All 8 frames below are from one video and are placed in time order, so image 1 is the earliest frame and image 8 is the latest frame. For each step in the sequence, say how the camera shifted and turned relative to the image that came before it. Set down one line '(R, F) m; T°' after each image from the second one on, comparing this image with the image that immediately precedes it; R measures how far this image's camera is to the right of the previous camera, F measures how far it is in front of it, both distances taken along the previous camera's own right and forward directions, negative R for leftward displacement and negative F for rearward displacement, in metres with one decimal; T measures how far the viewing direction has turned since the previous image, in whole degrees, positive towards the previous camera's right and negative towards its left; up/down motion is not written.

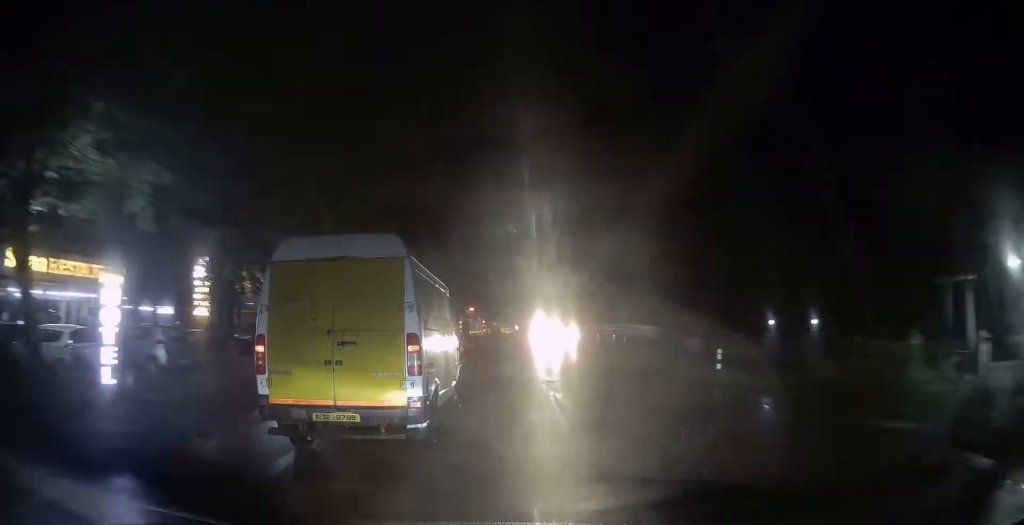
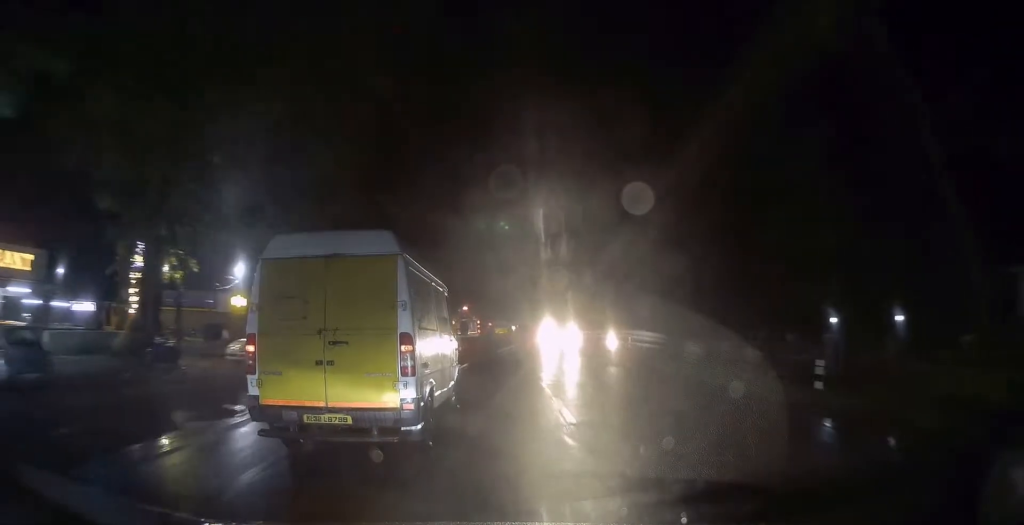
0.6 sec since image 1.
(-0.1, +7.4) m; -1°
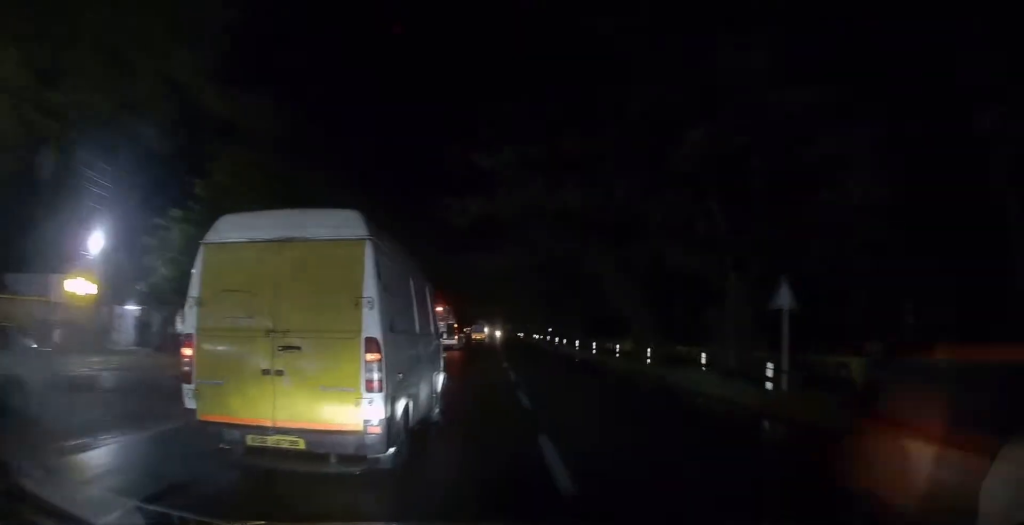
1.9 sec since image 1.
(+0.1, +16.9) m; +2°
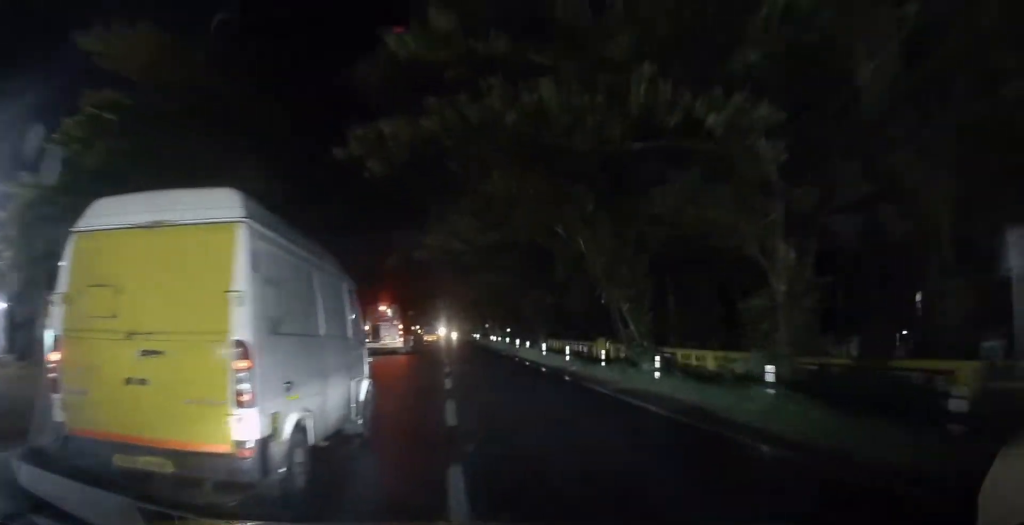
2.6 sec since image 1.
(0.0, +8.3) m; +1°
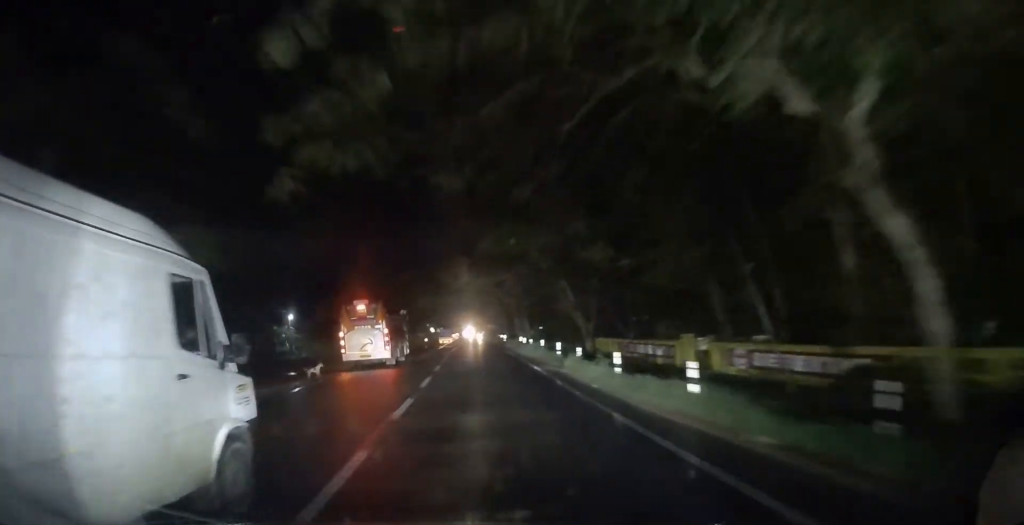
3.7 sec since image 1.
(+0.4, +16.2) m; 0°
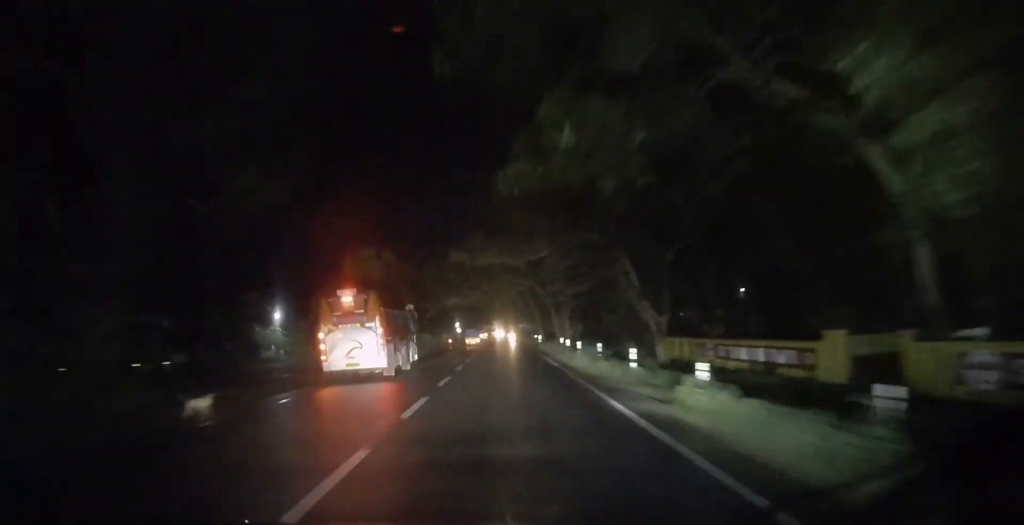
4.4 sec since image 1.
(-0.1, +10.4) m; -2°
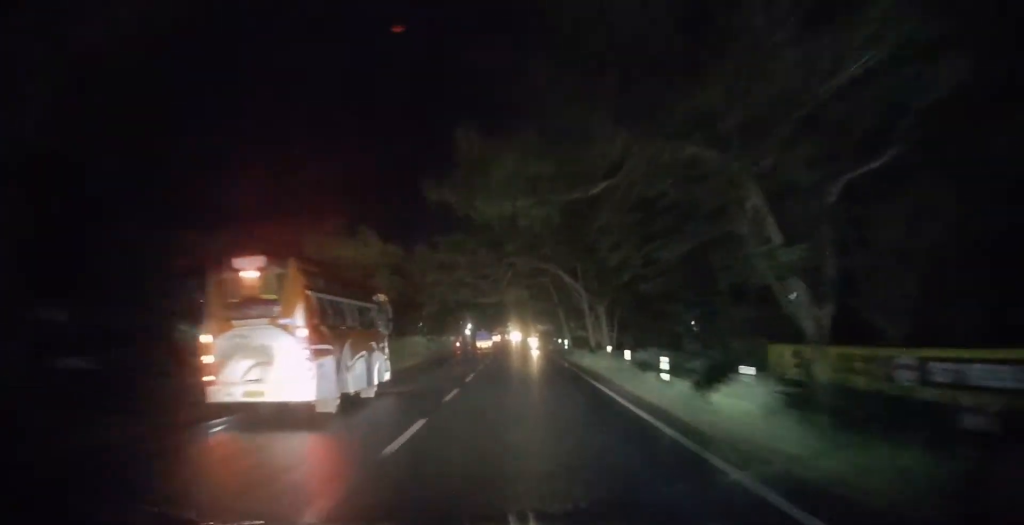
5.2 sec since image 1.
(-0.2, +13.2) m; -2°
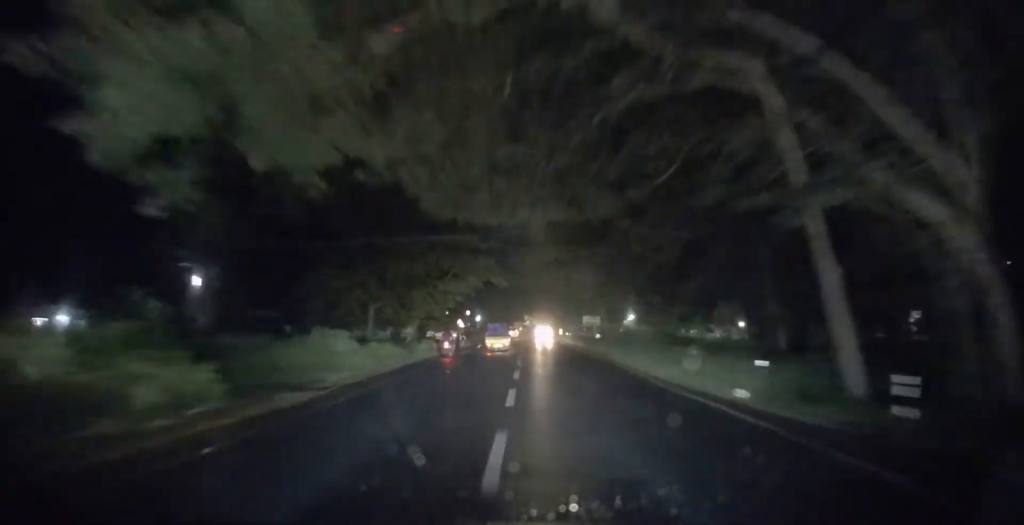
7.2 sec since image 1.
(-0.7, +42.8) m; -1°
